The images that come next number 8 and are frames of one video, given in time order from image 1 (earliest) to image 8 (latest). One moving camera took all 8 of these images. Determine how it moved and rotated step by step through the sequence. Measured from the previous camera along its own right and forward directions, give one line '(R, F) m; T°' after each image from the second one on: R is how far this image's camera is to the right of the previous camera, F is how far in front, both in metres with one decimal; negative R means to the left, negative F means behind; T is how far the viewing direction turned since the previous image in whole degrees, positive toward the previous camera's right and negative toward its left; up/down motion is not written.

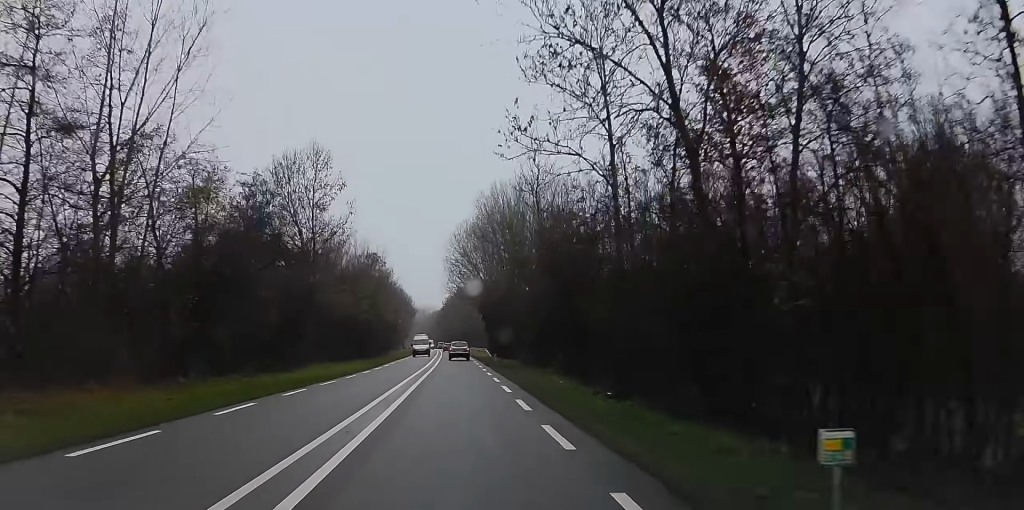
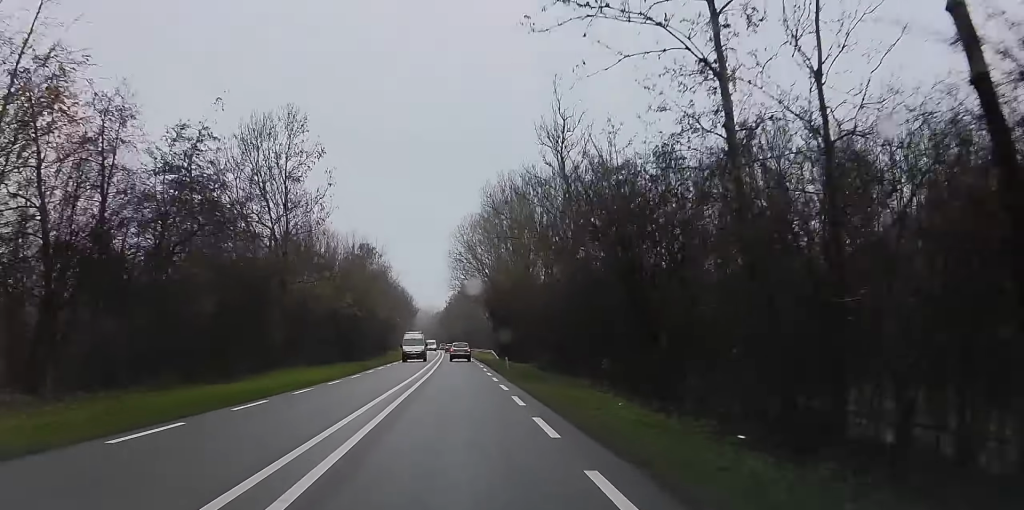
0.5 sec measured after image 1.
(+0.1, +11.6) m; 0°
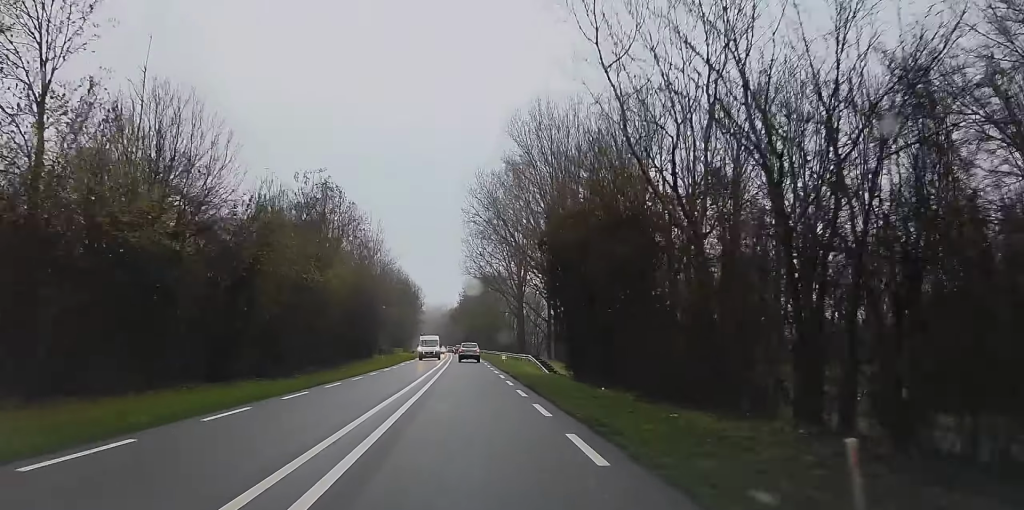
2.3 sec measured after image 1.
(-0.1, +39.6) m; -2°
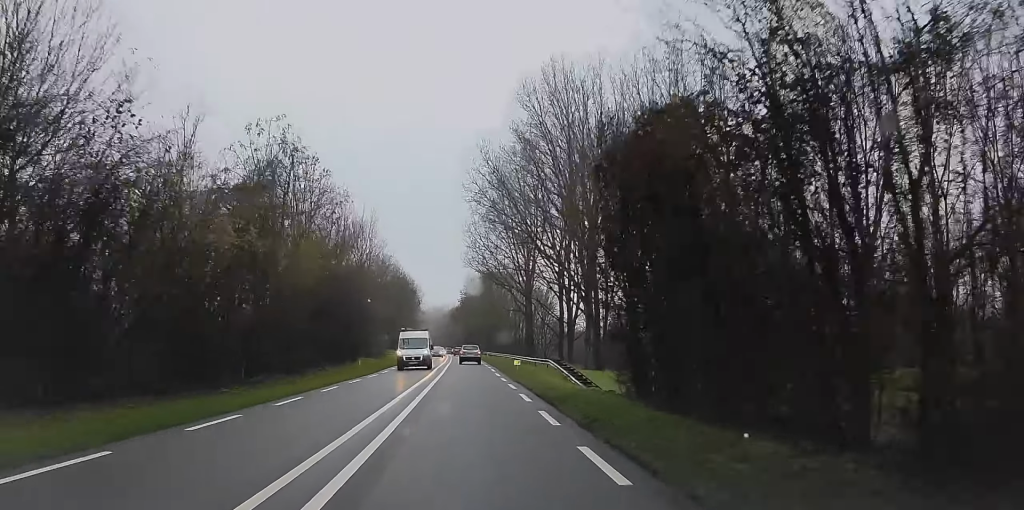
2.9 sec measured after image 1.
(-0.2, +12.8) m; -3°
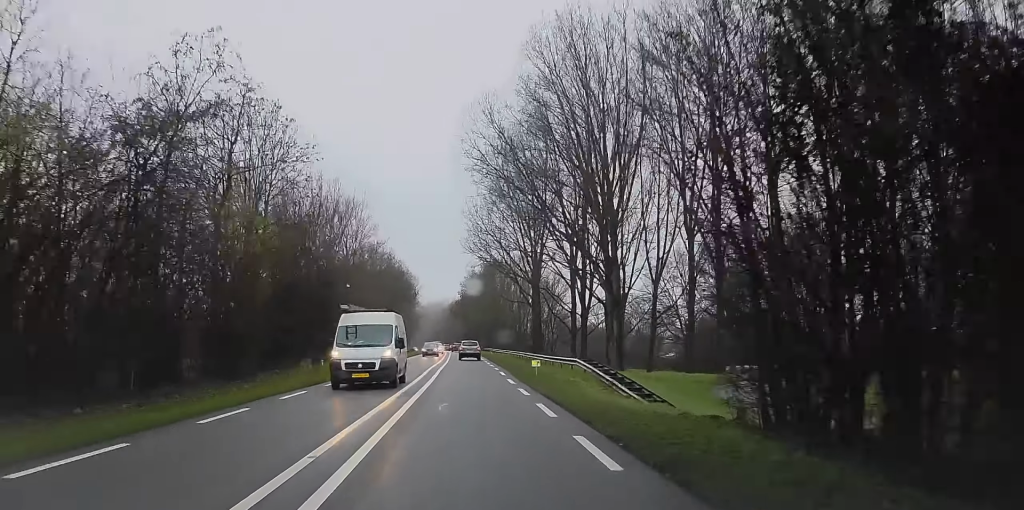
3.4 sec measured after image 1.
(-0.2, +11.0) m; -2°
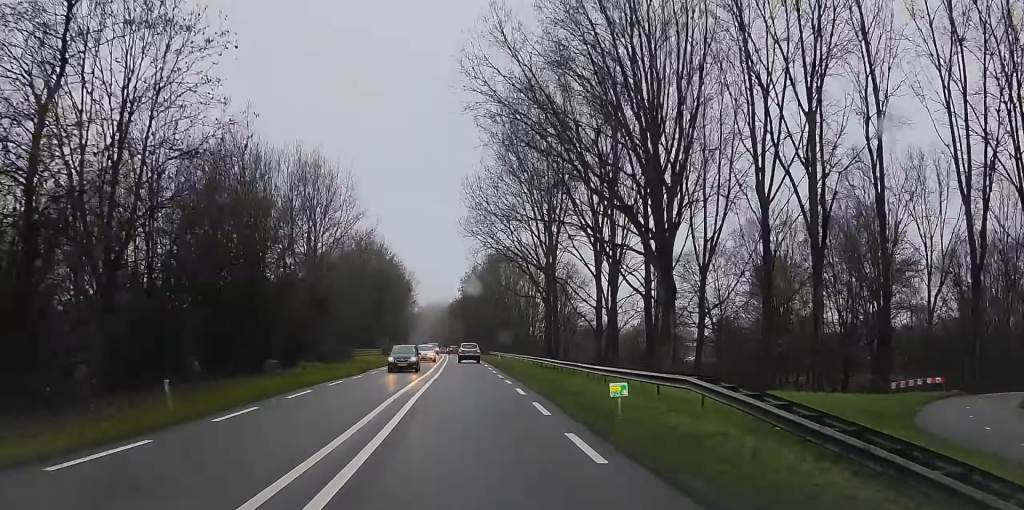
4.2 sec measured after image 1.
(-0.9, +16.8) m; -1°
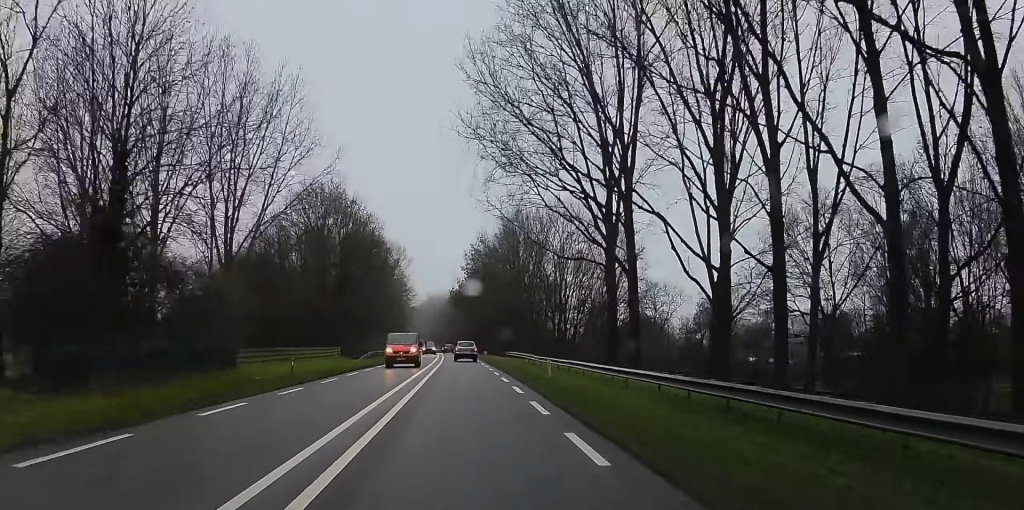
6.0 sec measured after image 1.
(+2.1, +36.4) m; +4°
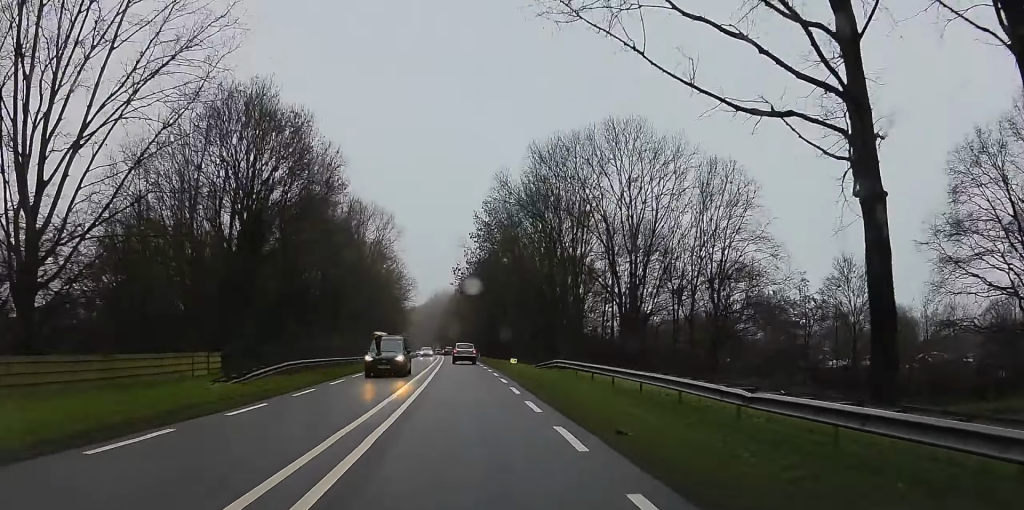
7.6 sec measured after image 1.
(-0.3, +33.9) m; -3°
